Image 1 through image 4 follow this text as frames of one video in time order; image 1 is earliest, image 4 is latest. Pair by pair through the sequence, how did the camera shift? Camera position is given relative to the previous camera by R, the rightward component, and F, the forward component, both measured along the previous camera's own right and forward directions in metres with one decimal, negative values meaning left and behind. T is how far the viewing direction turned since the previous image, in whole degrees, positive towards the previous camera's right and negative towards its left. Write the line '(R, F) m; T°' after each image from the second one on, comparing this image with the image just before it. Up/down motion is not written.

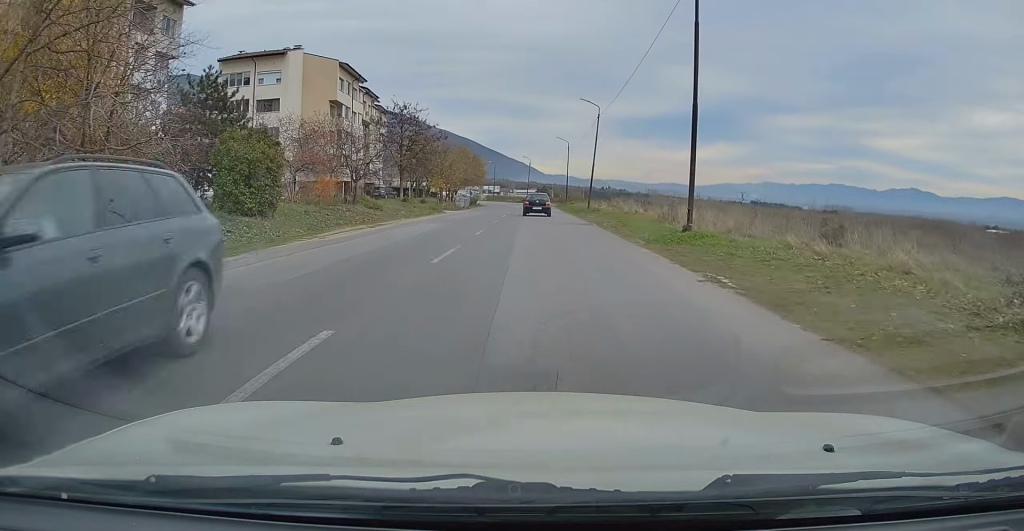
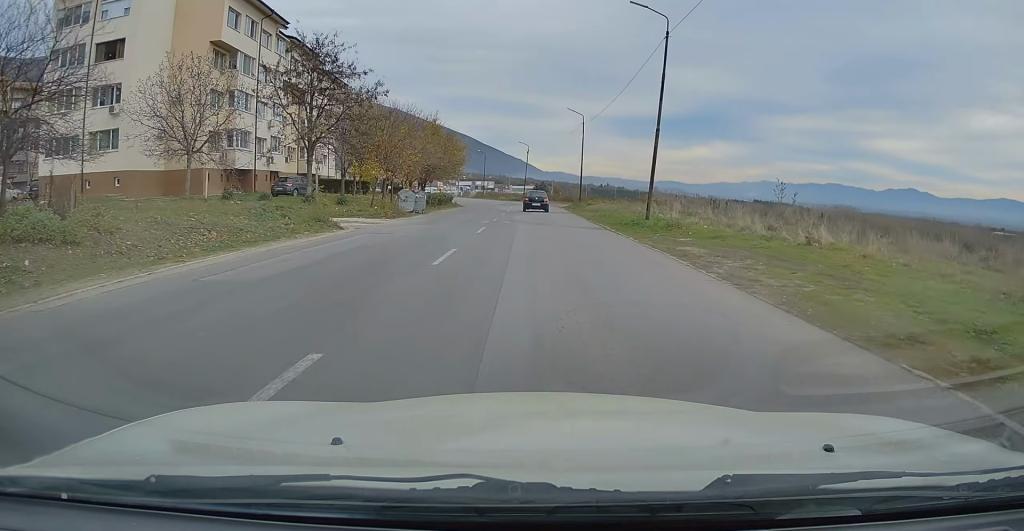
(+0.5, +27.2) m; 0°
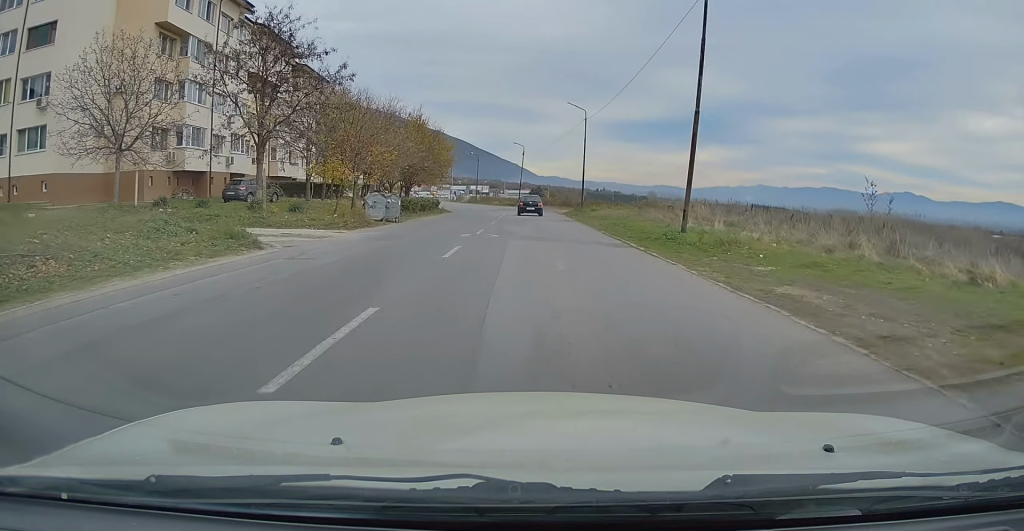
(-0.1, +6.8) m; 0°
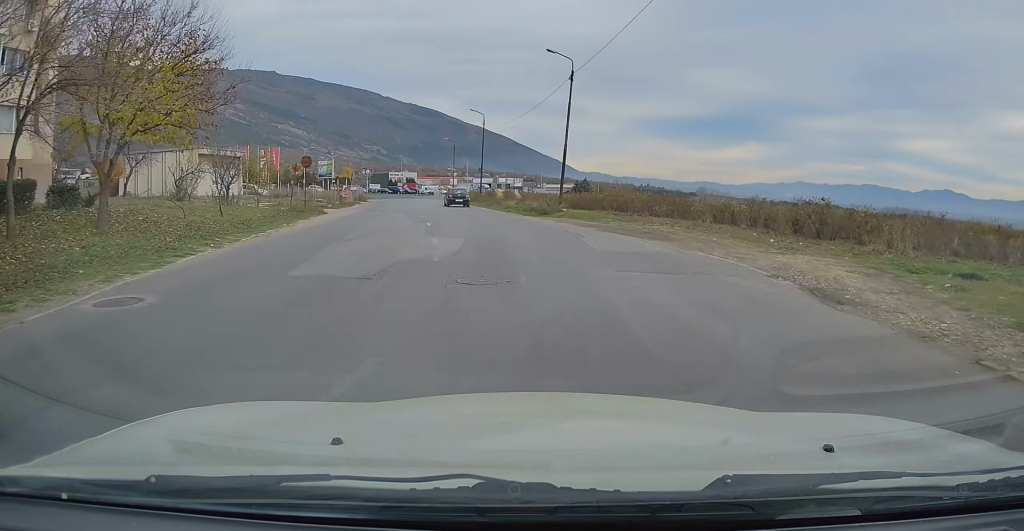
(+0.3, +56.0) m; -2°
